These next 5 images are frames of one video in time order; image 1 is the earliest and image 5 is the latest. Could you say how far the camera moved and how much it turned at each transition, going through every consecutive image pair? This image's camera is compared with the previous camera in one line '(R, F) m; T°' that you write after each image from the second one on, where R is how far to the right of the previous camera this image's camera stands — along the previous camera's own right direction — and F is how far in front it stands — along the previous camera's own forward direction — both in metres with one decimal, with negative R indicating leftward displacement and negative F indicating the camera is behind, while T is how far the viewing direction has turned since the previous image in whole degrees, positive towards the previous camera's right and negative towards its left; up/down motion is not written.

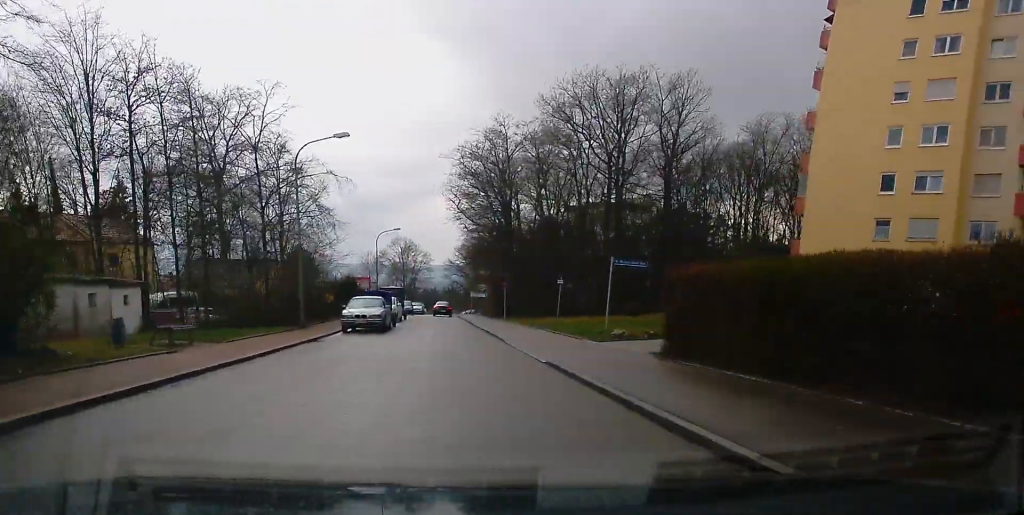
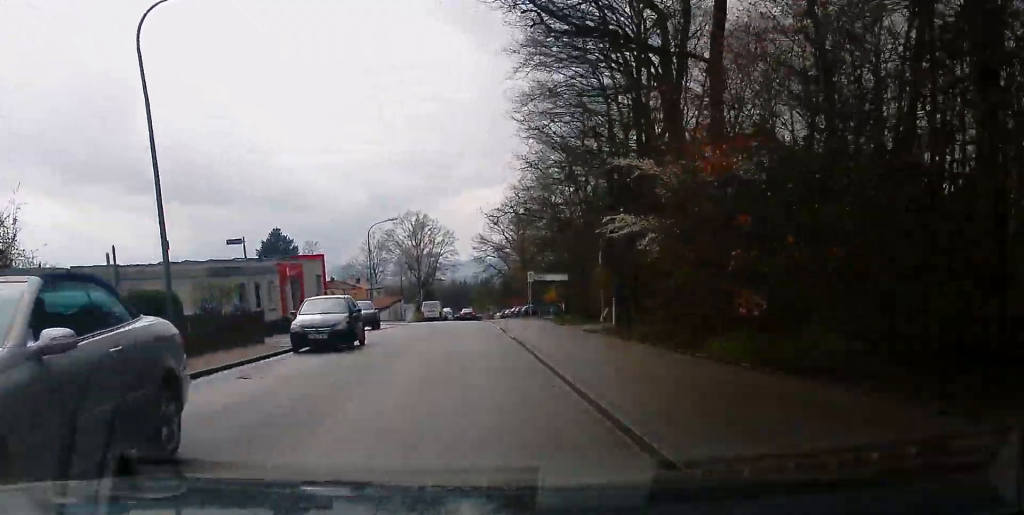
(+0.8, +52.7) m; 0°
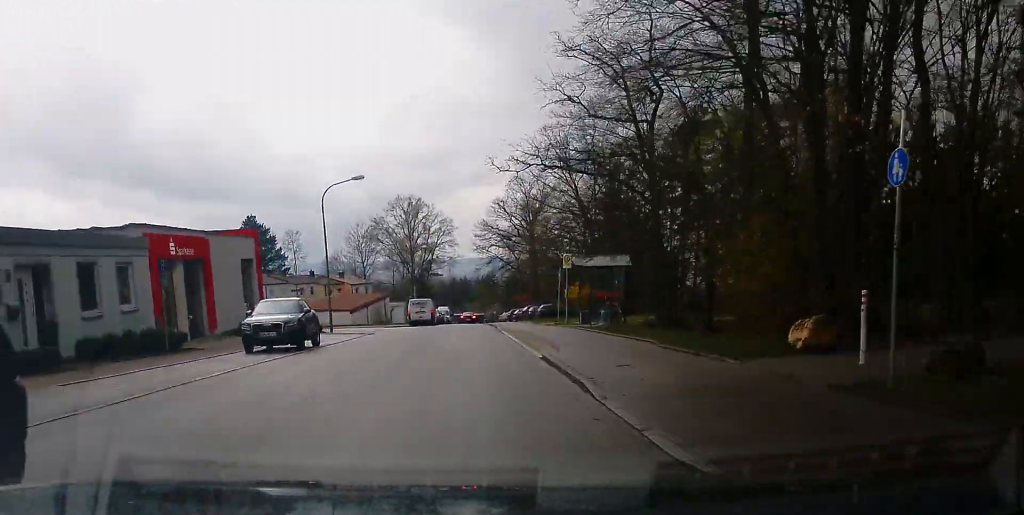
(0.0, +18.6) m; 0°
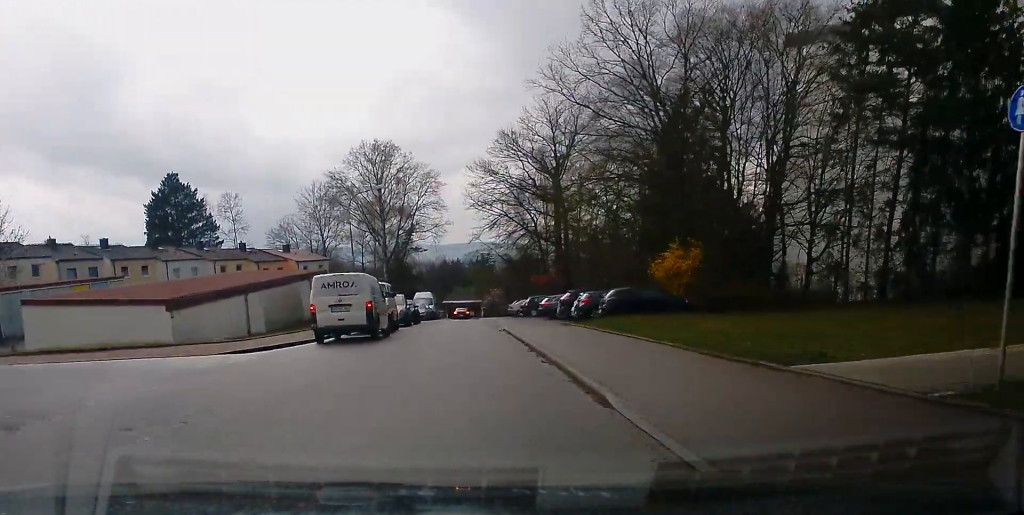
(+0.6, +36.1) m; +1°
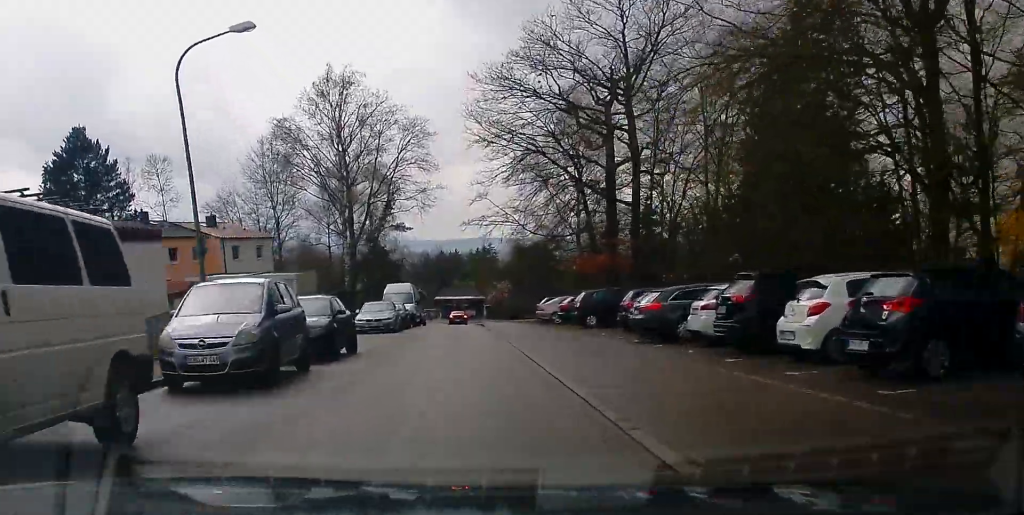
(-0.3, +28.4) m; 0°
